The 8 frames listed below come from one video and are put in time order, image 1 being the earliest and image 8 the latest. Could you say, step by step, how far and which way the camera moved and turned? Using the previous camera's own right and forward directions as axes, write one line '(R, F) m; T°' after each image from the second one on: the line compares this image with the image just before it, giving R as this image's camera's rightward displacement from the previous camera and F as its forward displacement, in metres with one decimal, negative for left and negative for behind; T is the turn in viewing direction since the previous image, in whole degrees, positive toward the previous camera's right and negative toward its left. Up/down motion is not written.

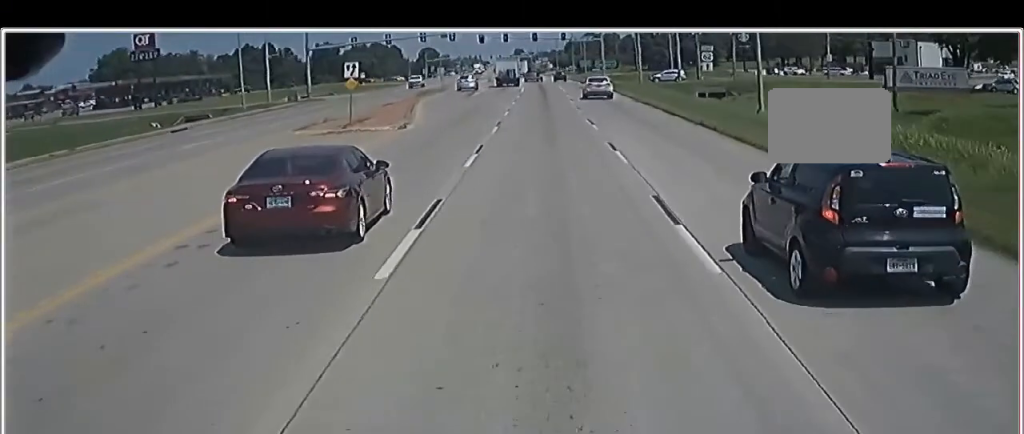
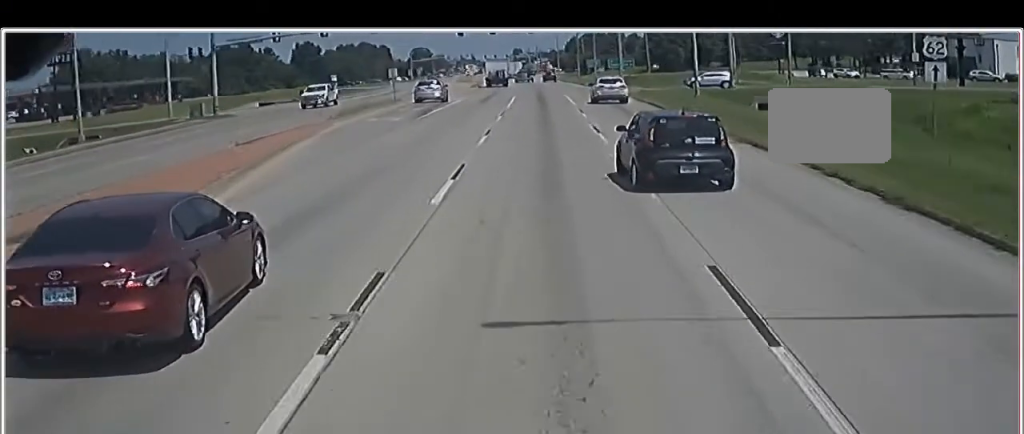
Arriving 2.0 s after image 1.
(0.0, +36.5) m; 0°
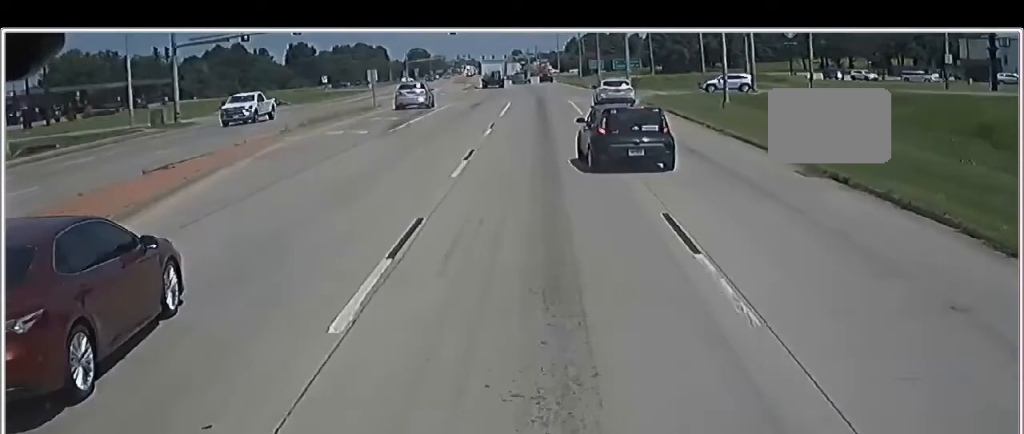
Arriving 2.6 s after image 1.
(+0.1, +7.5) m; -1°
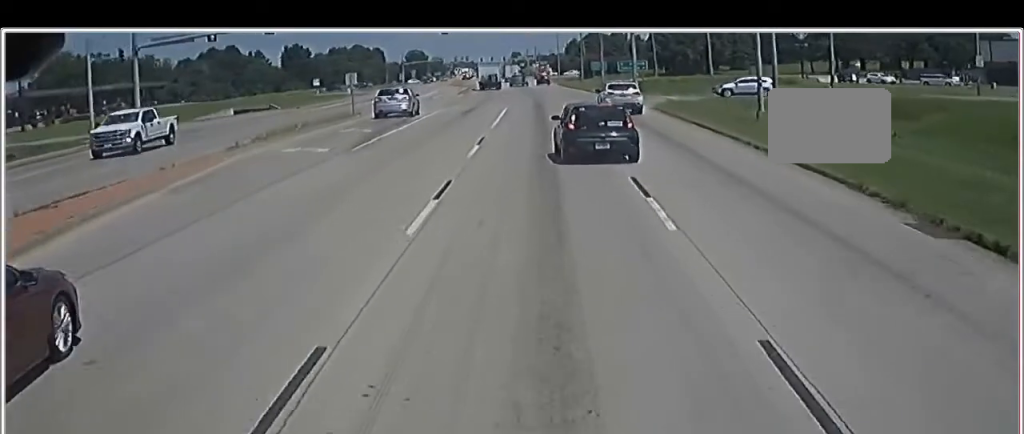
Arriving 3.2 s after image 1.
(-0.1, +8.3) m; -1°
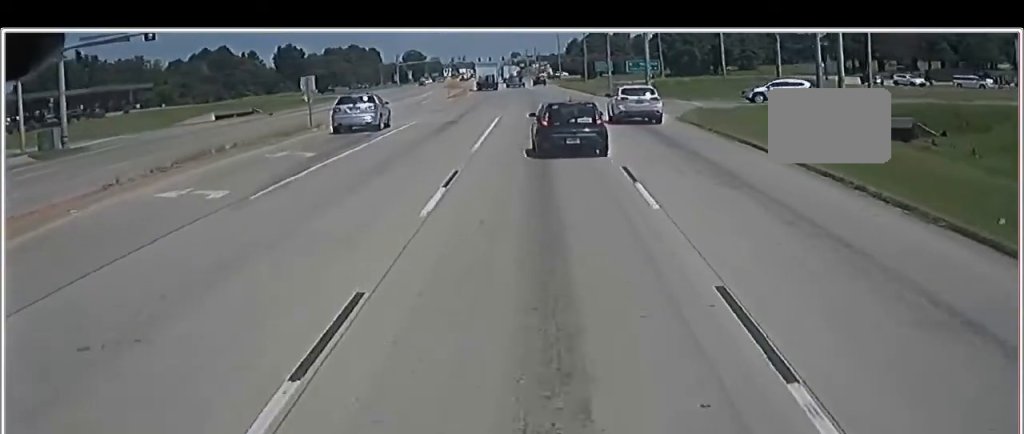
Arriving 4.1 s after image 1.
(-0.2, +11.2) m; -1°
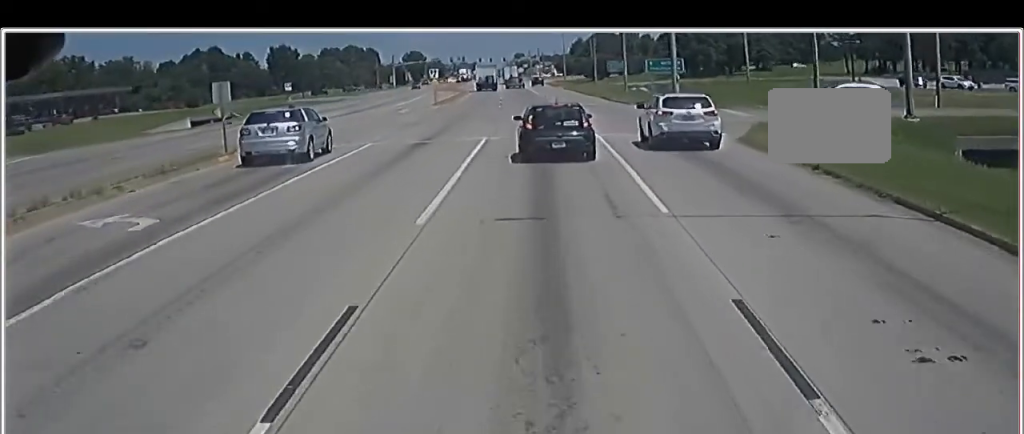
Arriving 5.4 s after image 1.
(+0.1, +16.6) m; +1°
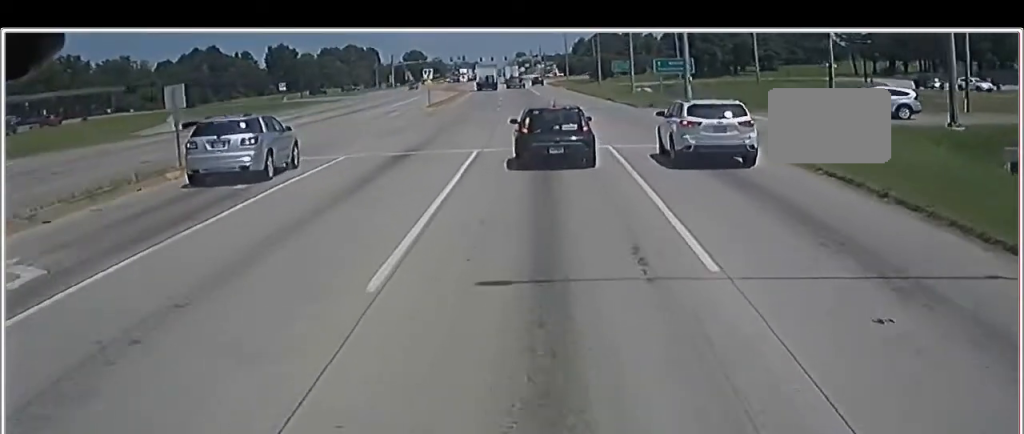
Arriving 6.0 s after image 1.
(0.0, +6.1) m; 0°
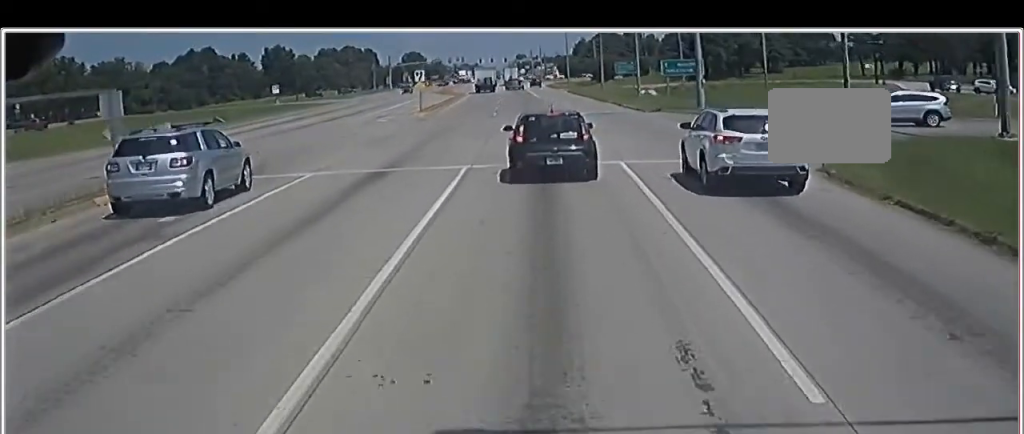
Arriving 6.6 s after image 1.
(0.0, +6.2) m; 0°
